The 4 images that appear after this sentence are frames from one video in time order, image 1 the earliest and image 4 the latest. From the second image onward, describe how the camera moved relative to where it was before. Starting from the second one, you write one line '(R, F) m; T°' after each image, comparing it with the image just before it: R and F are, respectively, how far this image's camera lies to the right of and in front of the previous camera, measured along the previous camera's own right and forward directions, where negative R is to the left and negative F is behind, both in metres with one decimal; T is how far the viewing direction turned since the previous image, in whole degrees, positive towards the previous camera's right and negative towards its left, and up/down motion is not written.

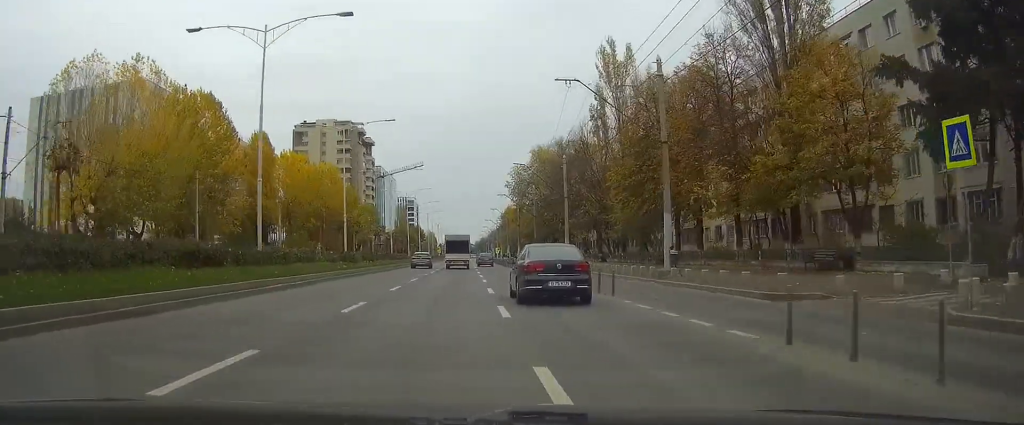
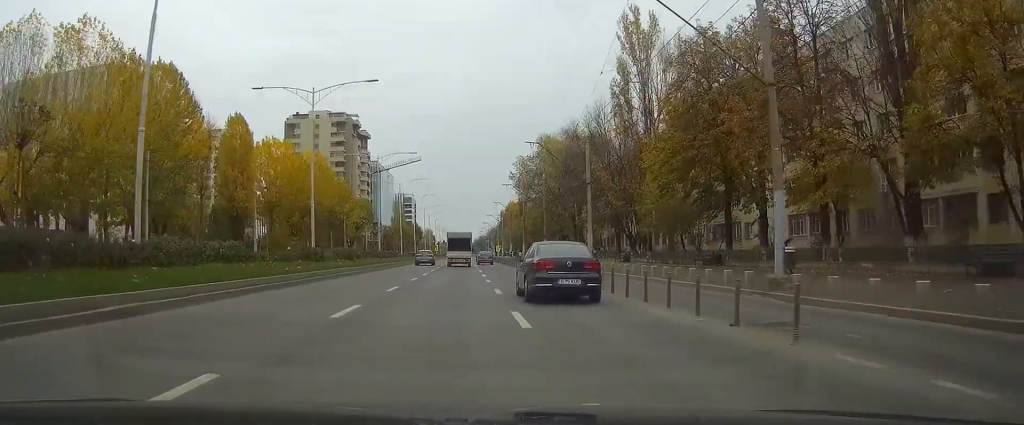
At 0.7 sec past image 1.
(+0.1, +11.0) m; 0°
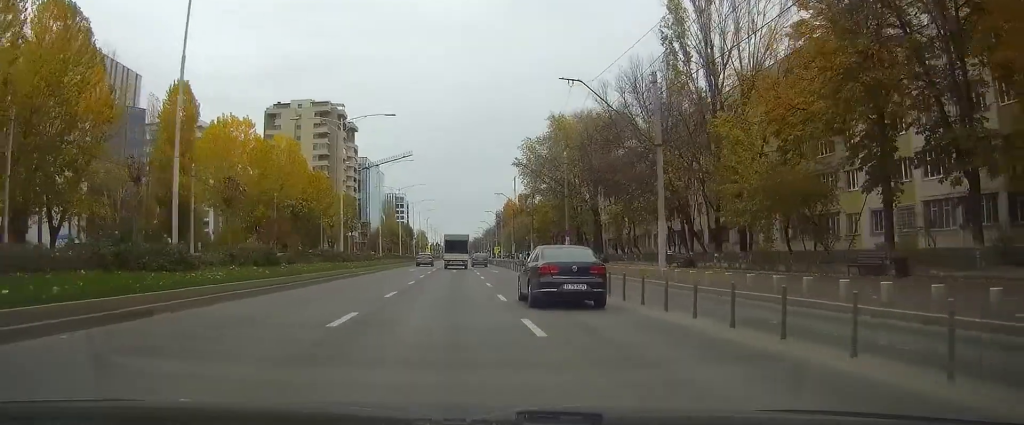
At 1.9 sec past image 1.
(-0.2, +18.9) m; 0°
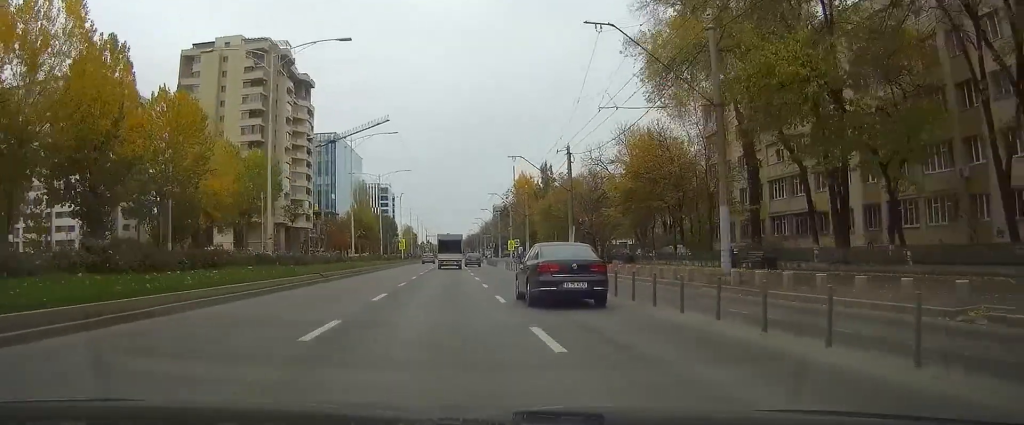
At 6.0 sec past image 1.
(+1.0, +64.7) m; +1°
